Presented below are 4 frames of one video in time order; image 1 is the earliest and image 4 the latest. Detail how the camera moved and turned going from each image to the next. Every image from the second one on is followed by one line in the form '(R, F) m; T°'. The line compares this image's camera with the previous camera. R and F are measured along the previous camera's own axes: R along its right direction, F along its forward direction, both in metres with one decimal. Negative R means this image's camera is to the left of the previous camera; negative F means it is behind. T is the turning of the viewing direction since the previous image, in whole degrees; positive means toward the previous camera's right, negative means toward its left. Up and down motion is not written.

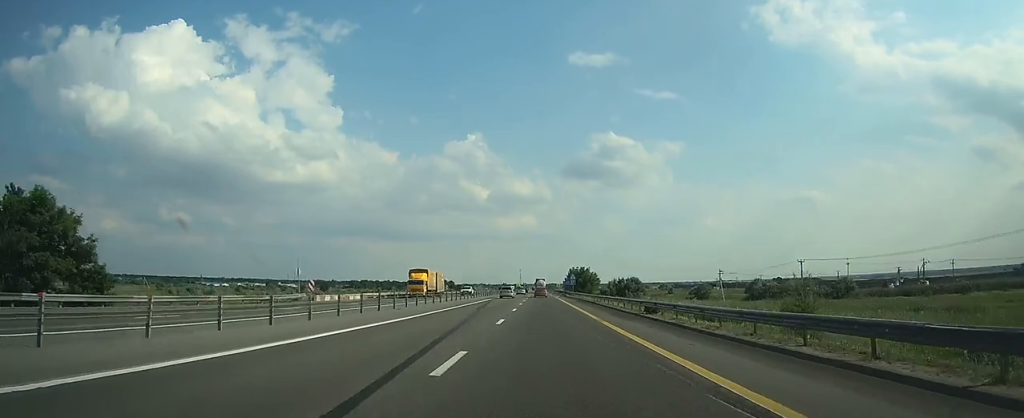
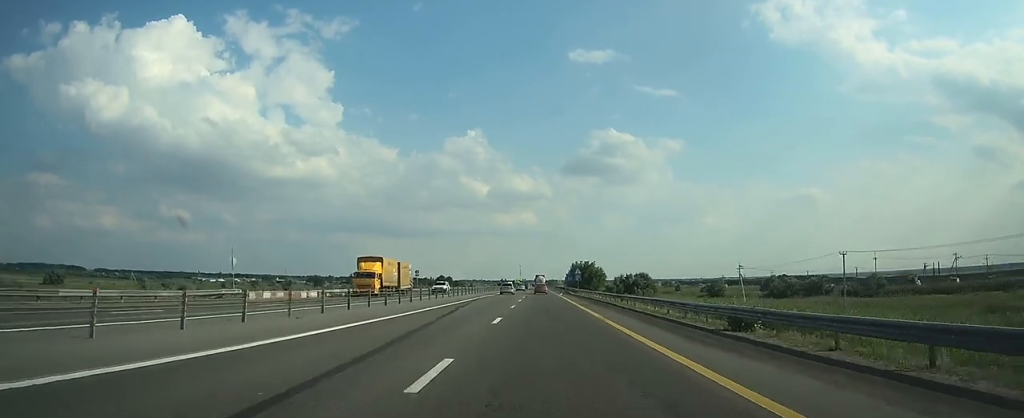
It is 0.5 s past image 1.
(0.0, +13.7) m; 0°
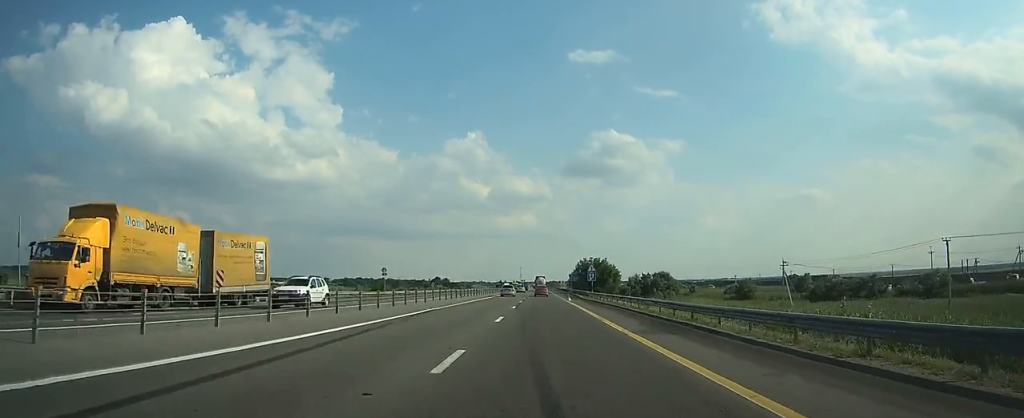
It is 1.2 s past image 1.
(0.0, +22.5) m; 0°
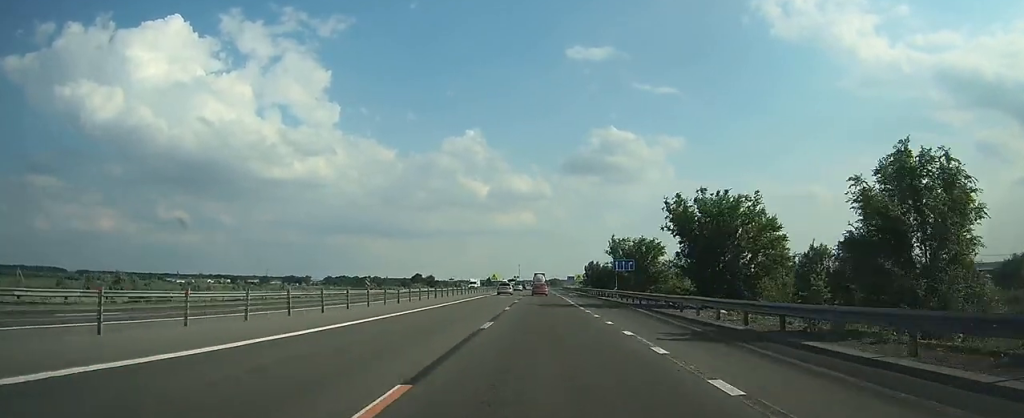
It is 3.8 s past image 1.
(-0.3, +76.1) m; 0°
